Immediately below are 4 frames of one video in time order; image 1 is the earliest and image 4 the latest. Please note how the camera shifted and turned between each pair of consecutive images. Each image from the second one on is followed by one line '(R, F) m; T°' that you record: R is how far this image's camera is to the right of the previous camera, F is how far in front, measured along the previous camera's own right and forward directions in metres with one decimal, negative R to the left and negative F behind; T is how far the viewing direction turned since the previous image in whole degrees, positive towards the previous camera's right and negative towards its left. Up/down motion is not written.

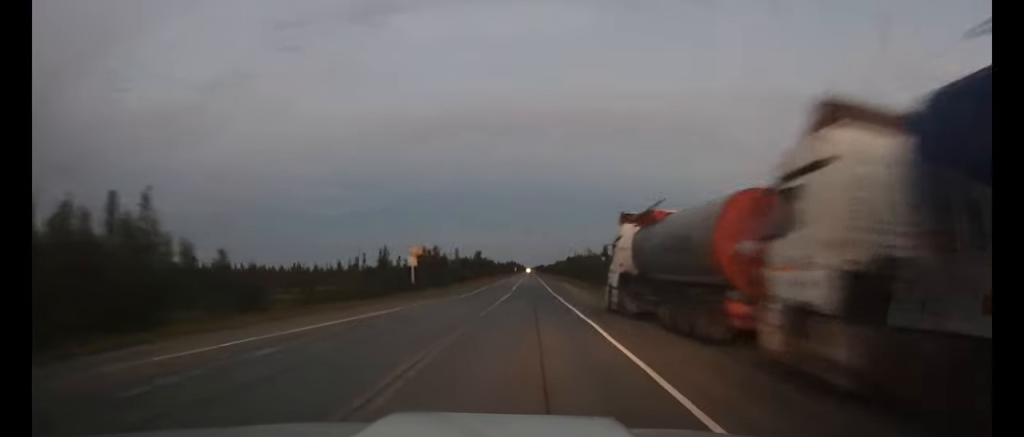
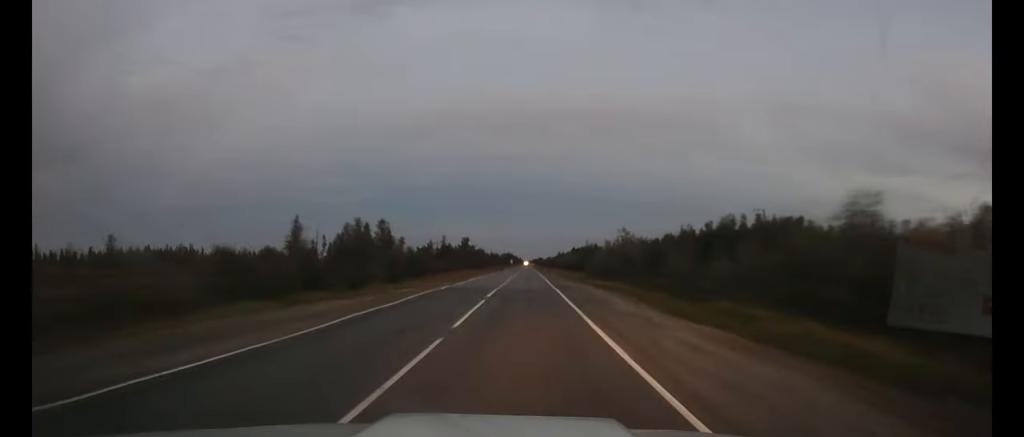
(-0.3, +36.5) m; 0°
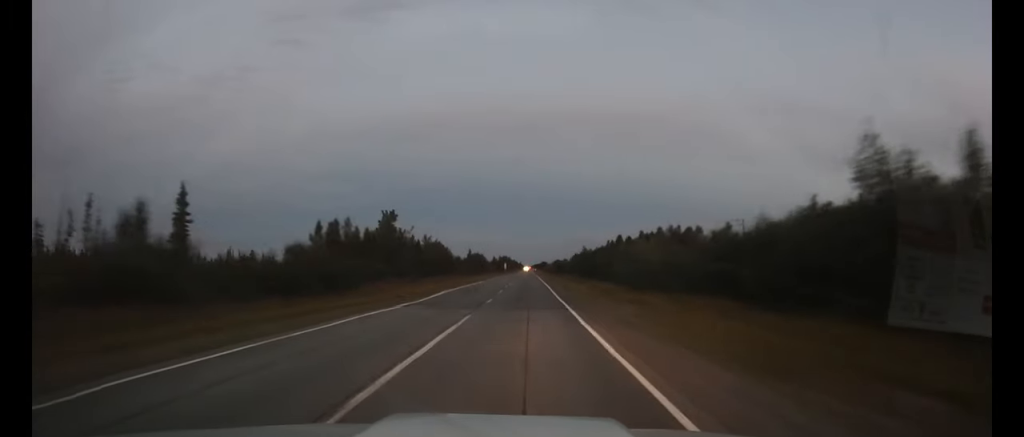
(+0.9, +97.6) m; +1°
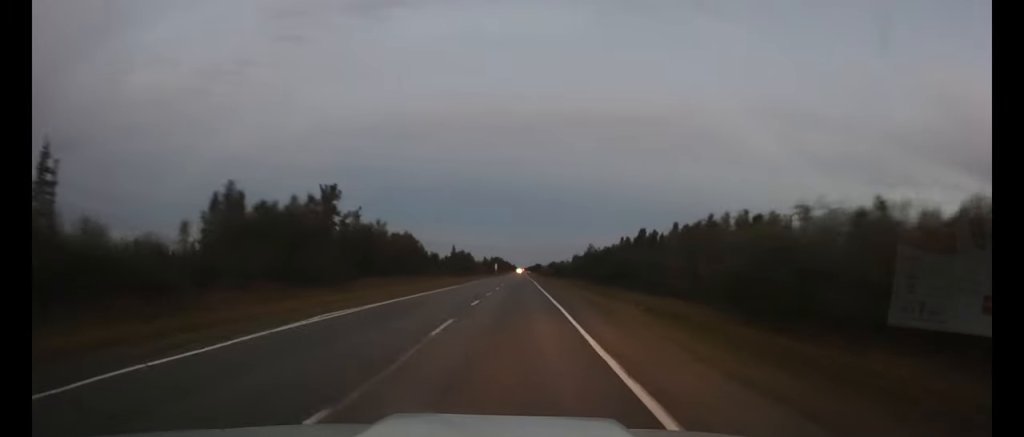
(0.0, +23.5) m; 0°
